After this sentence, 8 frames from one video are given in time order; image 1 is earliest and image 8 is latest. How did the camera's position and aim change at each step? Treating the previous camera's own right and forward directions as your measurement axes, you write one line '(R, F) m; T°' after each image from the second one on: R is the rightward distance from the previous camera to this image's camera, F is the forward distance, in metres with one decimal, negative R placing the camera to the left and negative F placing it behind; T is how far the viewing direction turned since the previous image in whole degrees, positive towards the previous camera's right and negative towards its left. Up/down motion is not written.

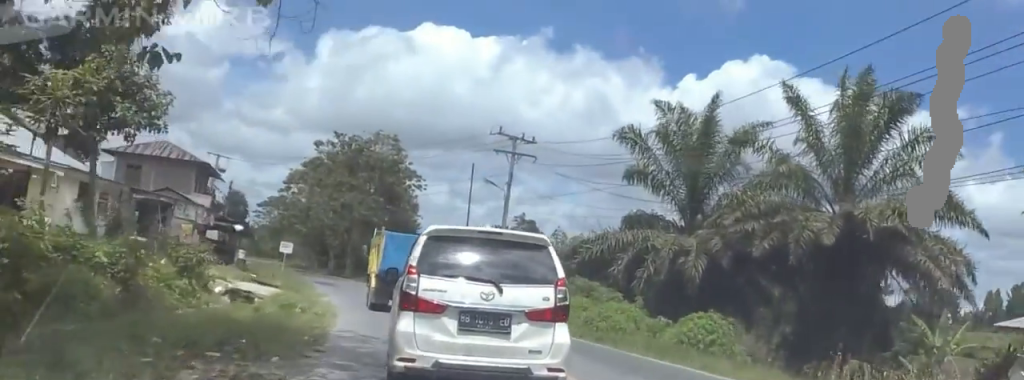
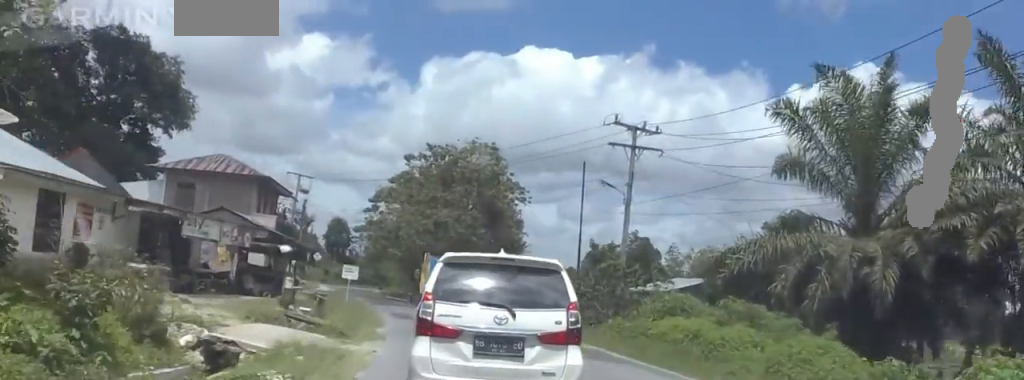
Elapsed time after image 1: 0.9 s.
(-0.5, +9.7) m; -2°
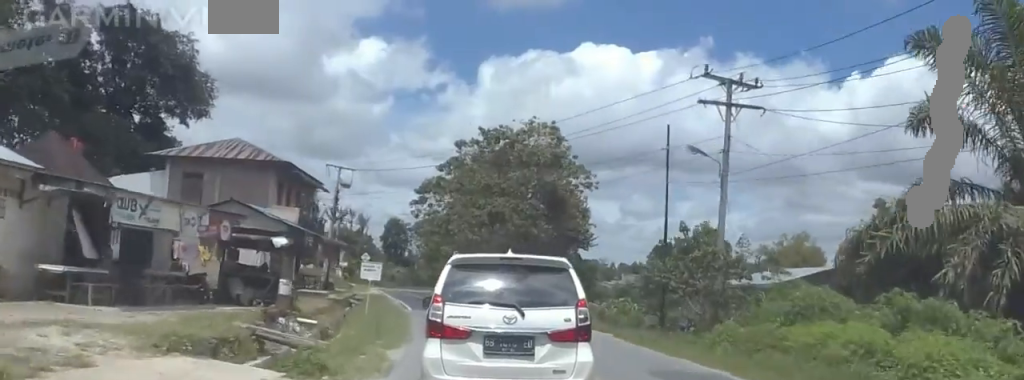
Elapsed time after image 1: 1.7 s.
(+0.1, +8.3) m; -2°
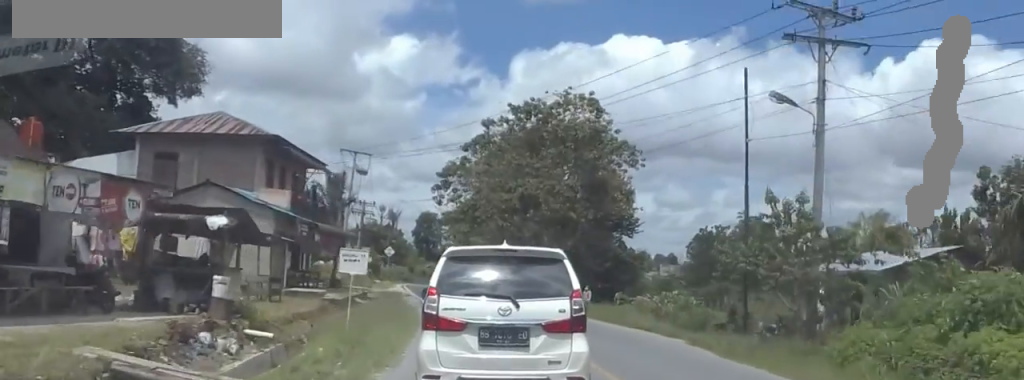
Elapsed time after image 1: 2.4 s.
(+0.5, +7.5) m; -5°
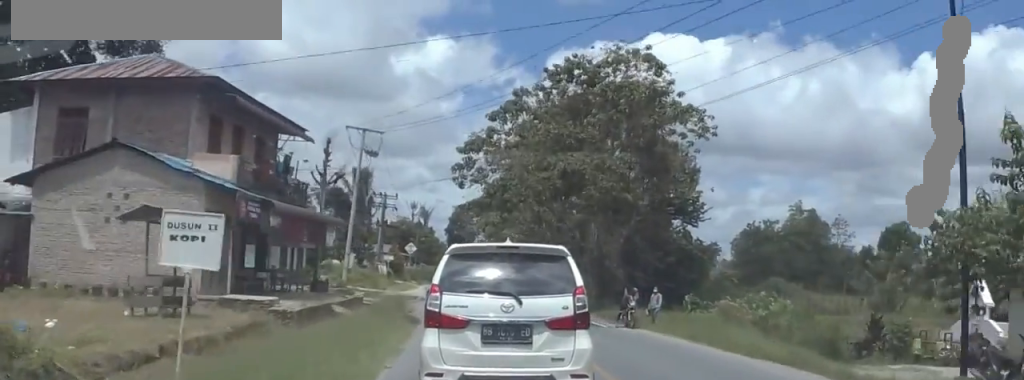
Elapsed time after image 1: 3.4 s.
(-1.8, +11.1) m; -10°
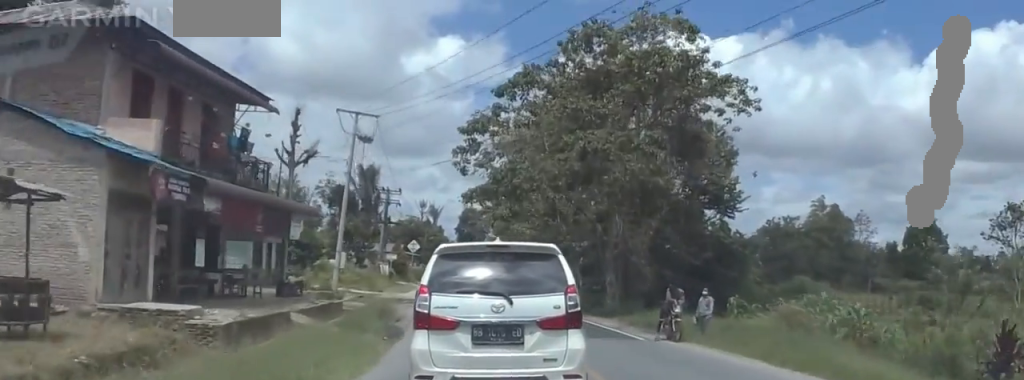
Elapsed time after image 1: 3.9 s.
(-0.1, +6.3) m; 0°
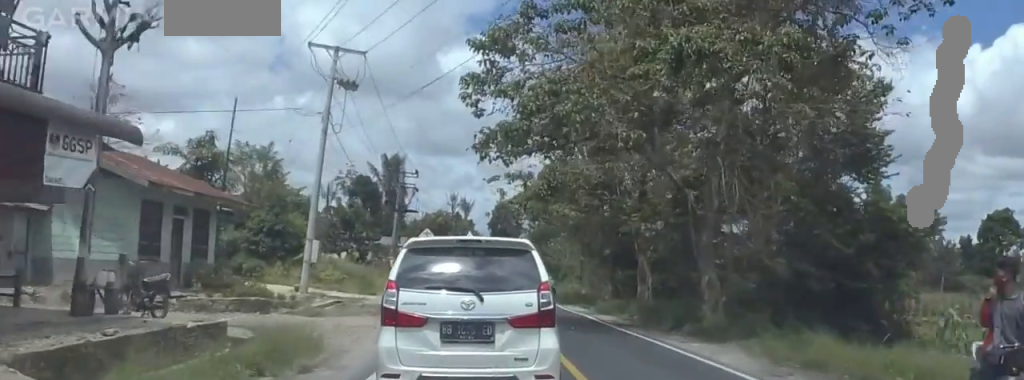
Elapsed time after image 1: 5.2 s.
(0.0, +14.8) m; 0°
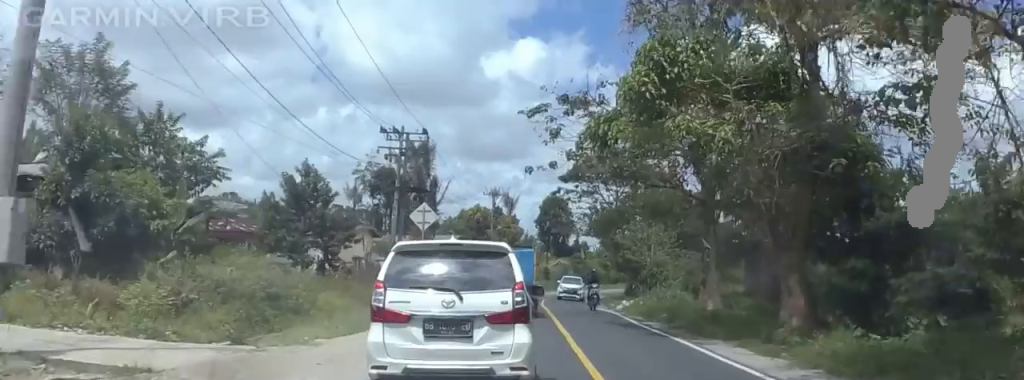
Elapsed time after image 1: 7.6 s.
(0.0, +26.1) m; 0°
